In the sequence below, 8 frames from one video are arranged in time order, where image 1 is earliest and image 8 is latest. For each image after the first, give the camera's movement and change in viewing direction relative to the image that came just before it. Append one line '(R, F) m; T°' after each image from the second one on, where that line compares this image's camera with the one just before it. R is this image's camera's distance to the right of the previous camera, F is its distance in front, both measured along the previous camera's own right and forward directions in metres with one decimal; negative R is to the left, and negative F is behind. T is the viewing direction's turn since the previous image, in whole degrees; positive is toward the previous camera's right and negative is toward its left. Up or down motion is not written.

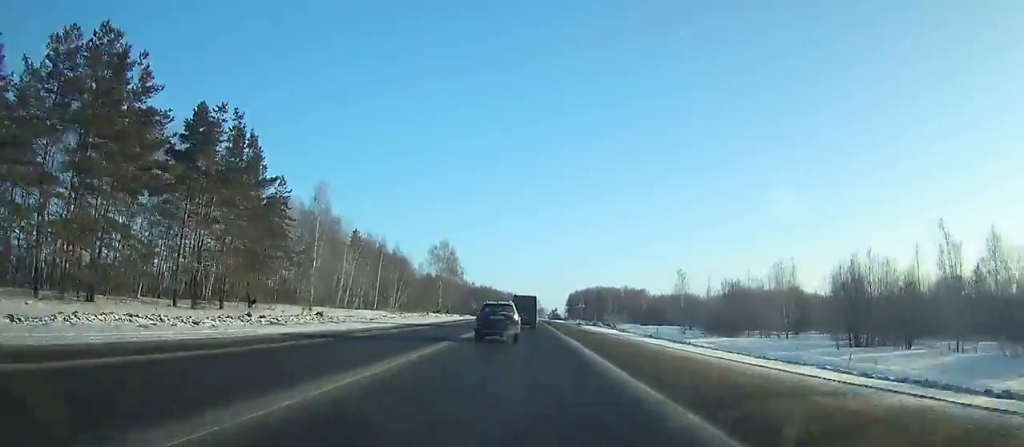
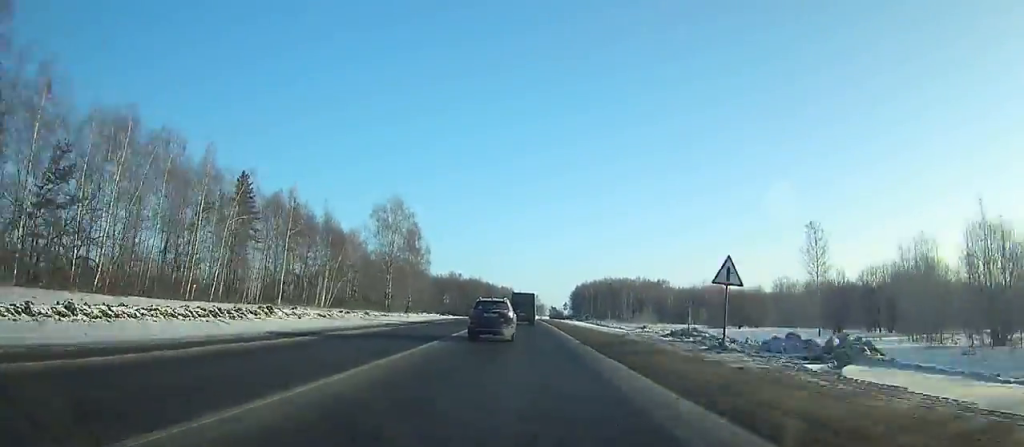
(-0.5, +52.7) m; -1°
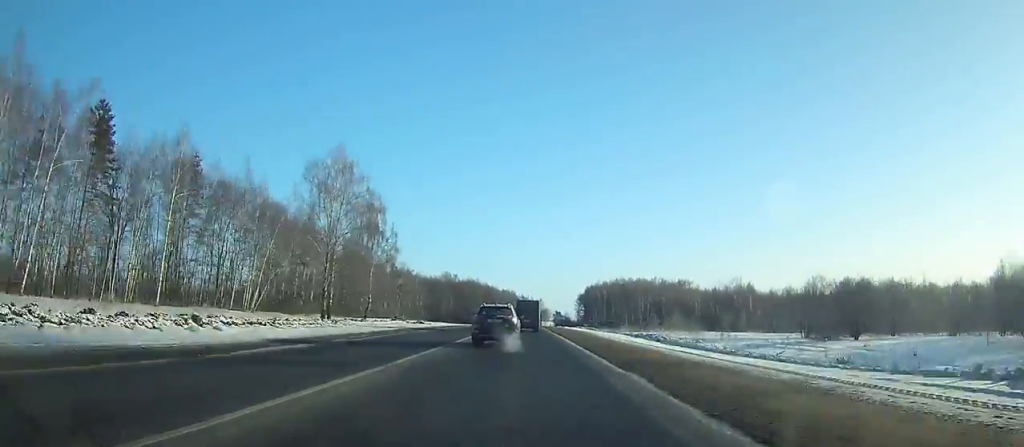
(-0.1, +30.8) m; 0°
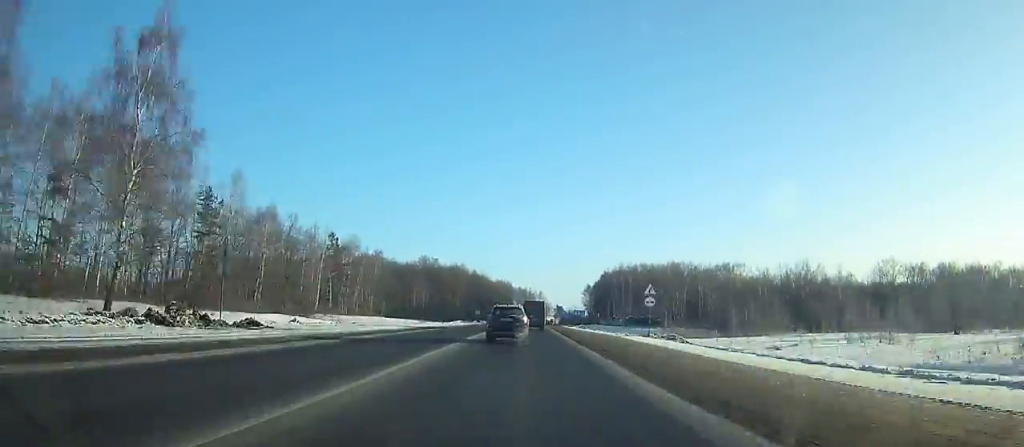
(0.0, +53.7) m; 0°
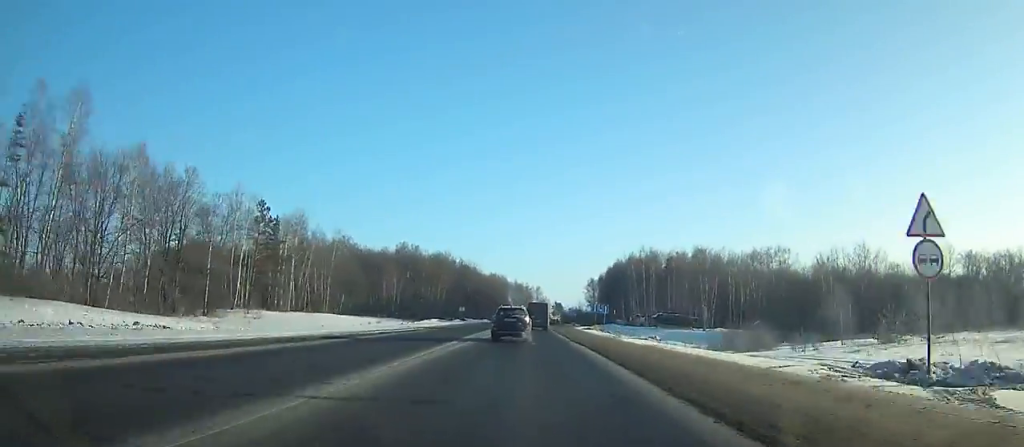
(-0.1, +31.6) m; +1°
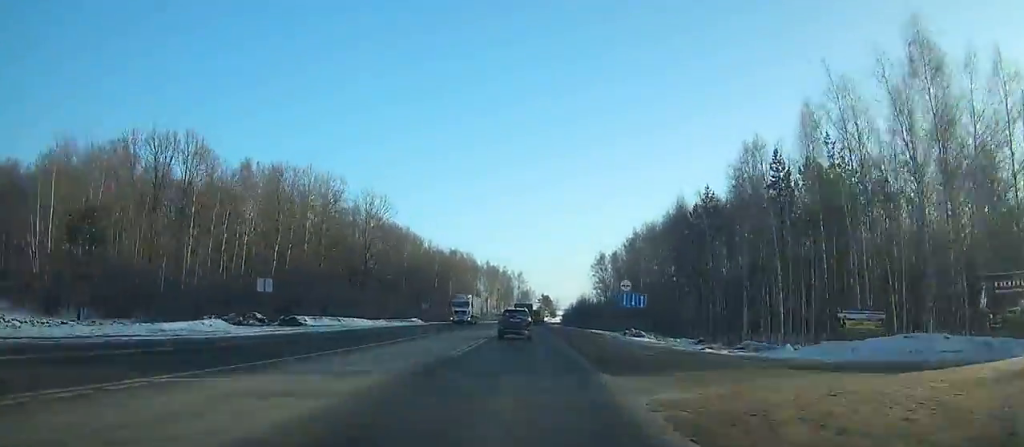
(+1.8, +95.7) m; +1°
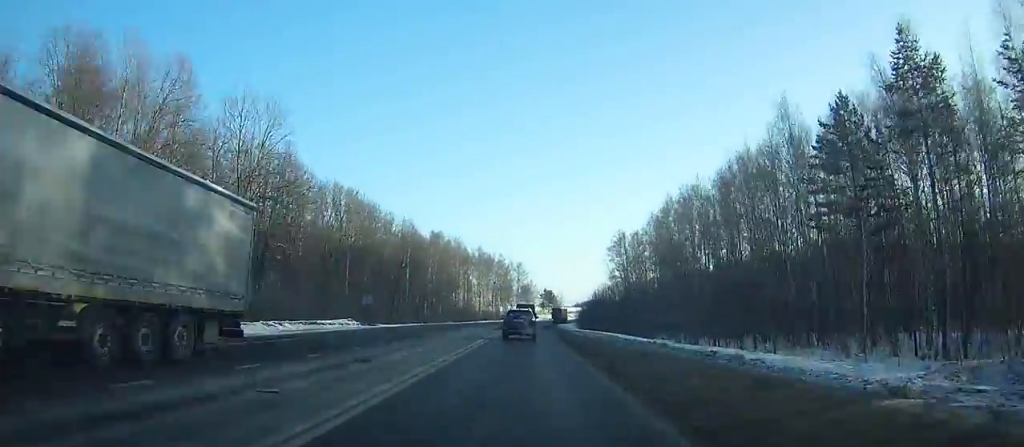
(+0.1, +37.4) m; 0°
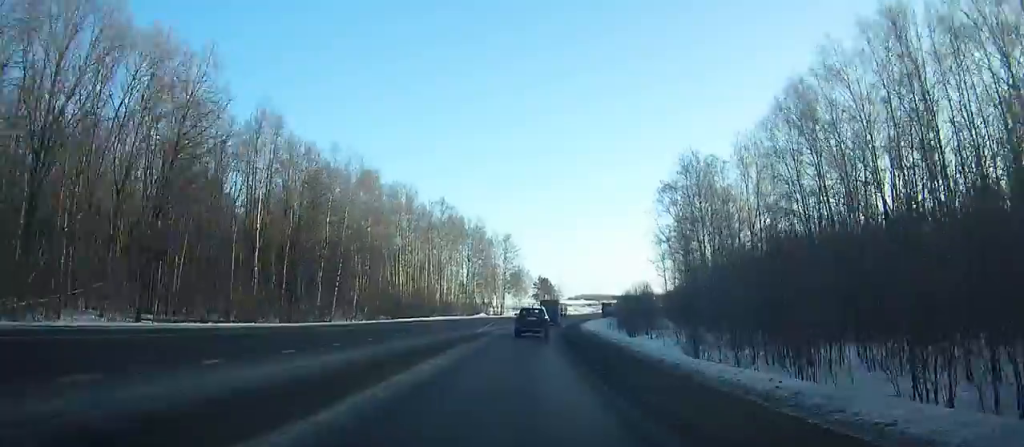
(+0.3, +64.2) m; +2°
